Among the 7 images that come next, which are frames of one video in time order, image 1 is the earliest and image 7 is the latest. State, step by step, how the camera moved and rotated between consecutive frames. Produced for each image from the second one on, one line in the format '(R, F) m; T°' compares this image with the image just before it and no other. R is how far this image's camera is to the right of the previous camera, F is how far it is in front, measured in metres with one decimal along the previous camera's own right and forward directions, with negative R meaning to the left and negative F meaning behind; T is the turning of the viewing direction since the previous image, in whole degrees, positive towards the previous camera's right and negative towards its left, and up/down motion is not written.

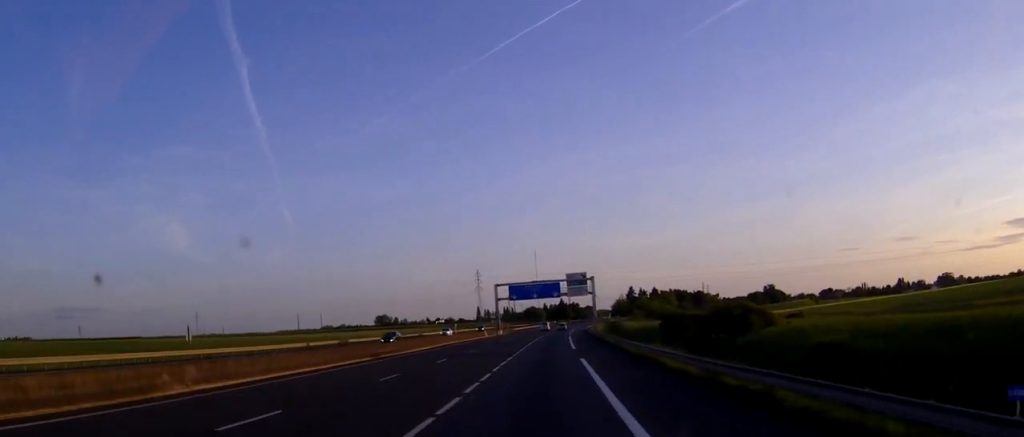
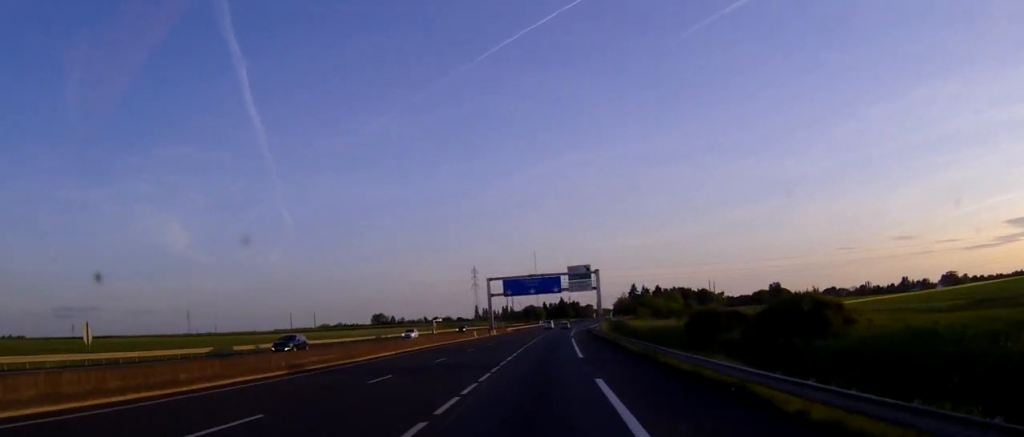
(0.0, +13.8) m; 0°
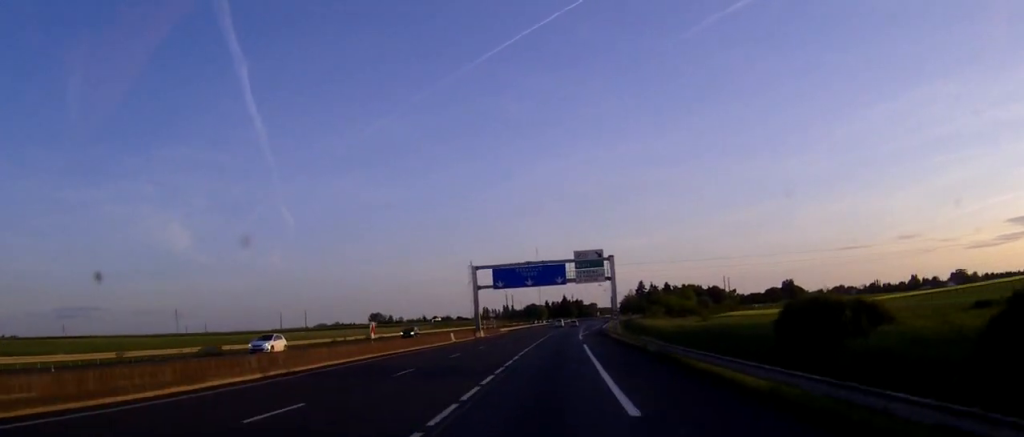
(0.0, +23.3) m; 0°
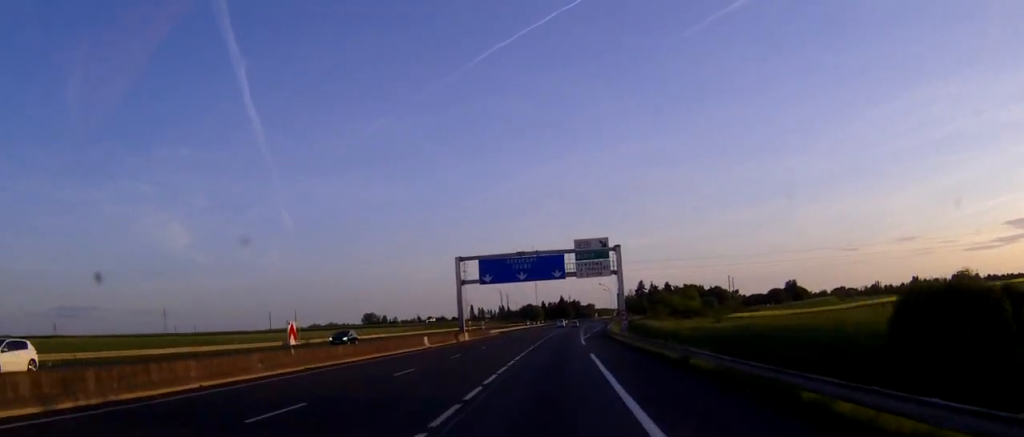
(0.0, +12.9) m; 0°
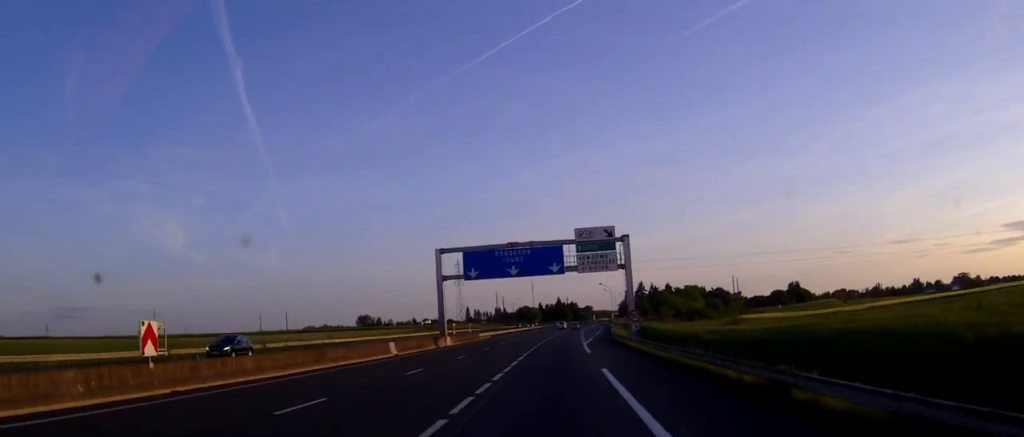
(0.0, +11.2) m; 0°
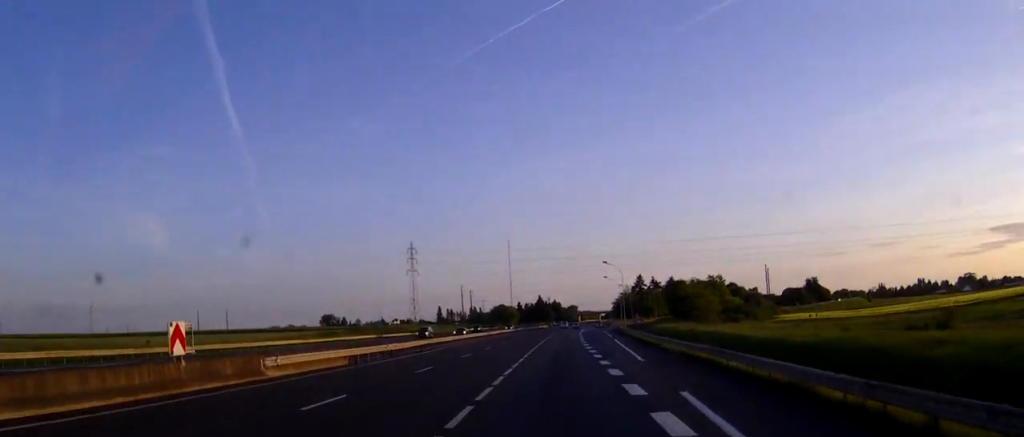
(+0.7, +62.1) m; +1°
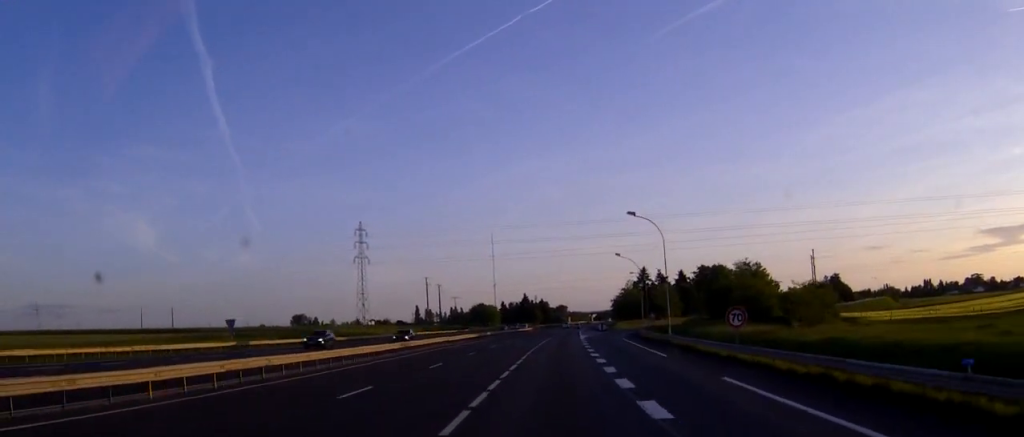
(+0.3, +48.2) m; +1°
